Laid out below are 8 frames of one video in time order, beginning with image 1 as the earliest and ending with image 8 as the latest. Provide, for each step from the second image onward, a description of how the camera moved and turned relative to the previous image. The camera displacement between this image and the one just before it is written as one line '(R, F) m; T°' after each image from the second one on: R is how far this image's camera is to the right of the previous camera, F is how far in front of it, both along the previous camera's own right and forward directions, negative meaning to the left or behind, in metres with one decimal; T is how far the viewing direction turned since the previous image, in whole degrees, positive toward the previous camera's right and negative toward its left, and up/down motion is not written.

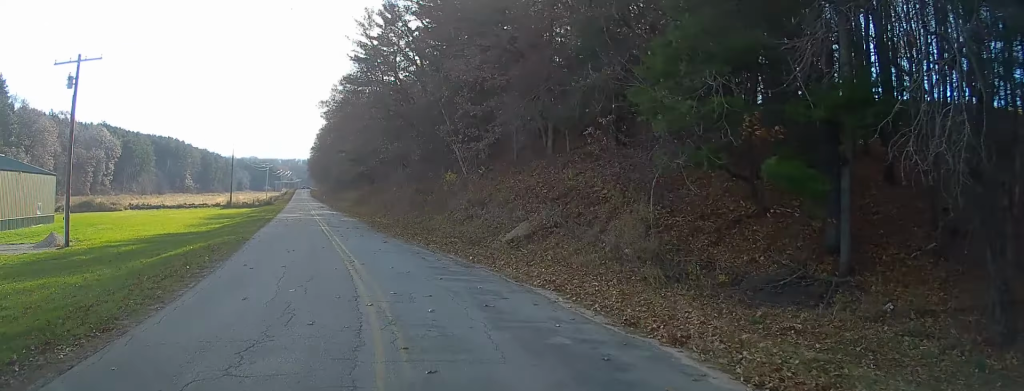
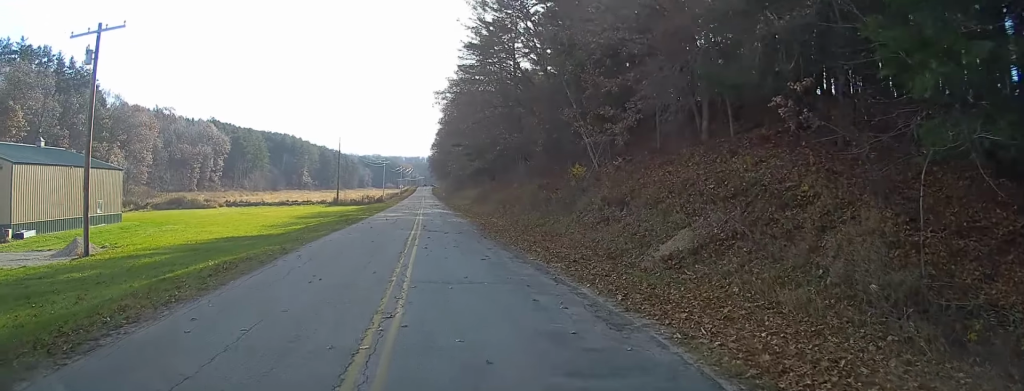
(-0.8, +8.3) m; -6°
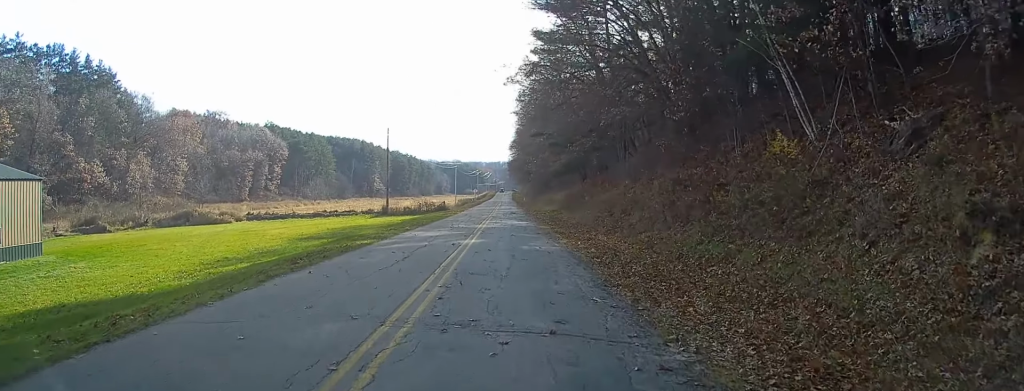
(-1.9, +20.9) m; -7°
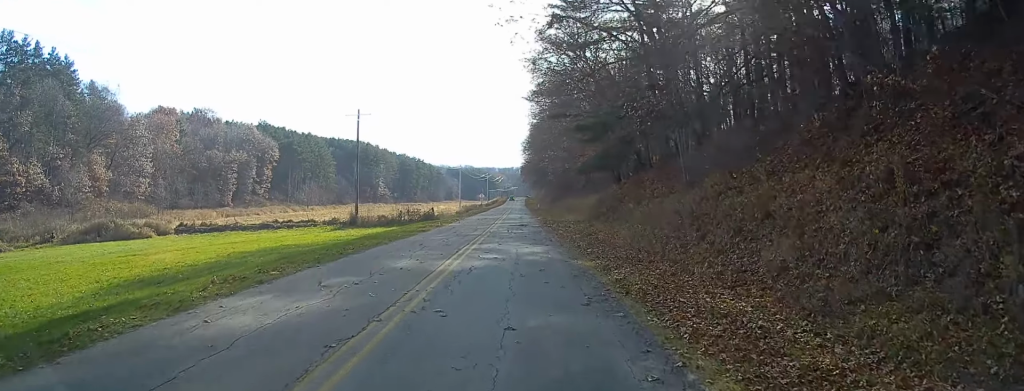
(-0.1, +19.7) m; 0°
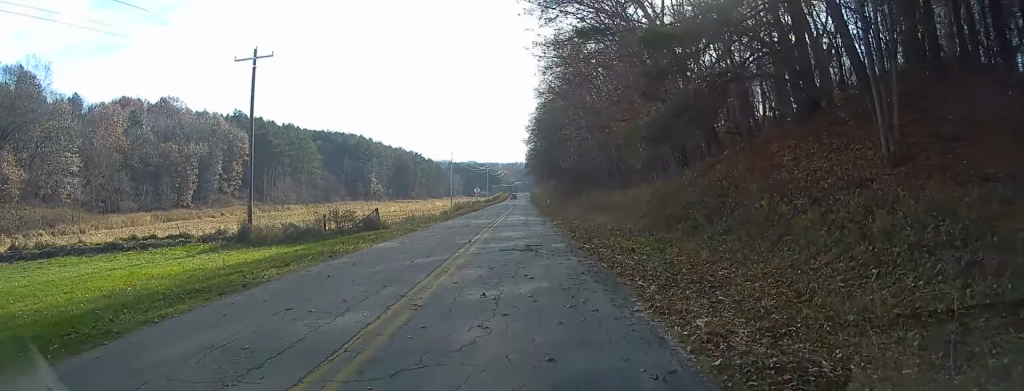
(0.0, +24.3) m; -1°
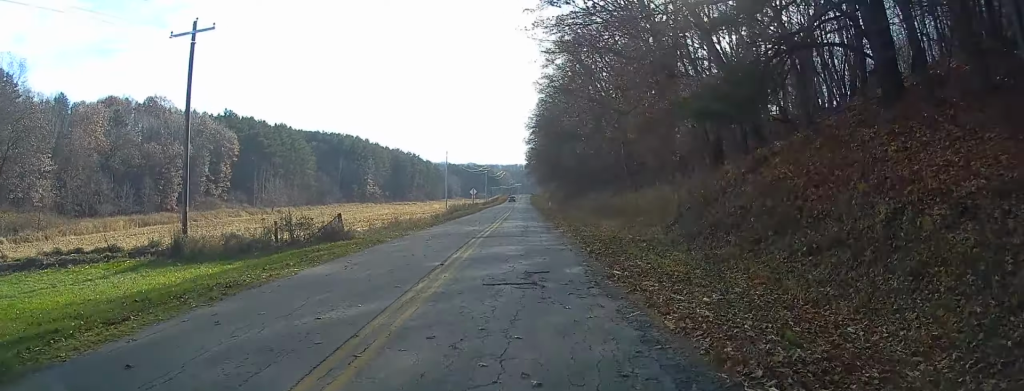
(+0.1, +7.1) m; -1°
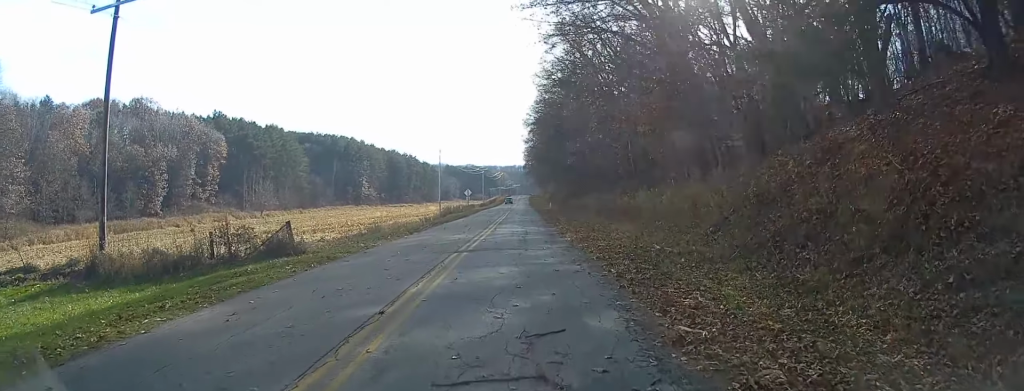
(-0.2, +6.1) m; -1°
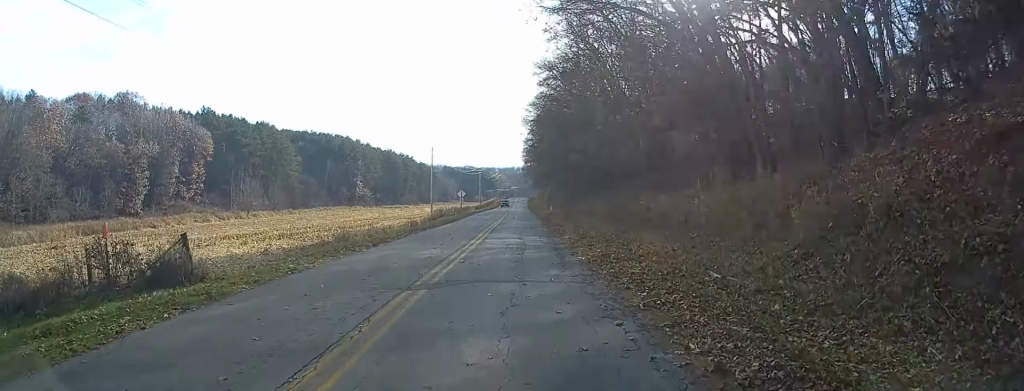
(-0.2, +7.2) m; -1°
